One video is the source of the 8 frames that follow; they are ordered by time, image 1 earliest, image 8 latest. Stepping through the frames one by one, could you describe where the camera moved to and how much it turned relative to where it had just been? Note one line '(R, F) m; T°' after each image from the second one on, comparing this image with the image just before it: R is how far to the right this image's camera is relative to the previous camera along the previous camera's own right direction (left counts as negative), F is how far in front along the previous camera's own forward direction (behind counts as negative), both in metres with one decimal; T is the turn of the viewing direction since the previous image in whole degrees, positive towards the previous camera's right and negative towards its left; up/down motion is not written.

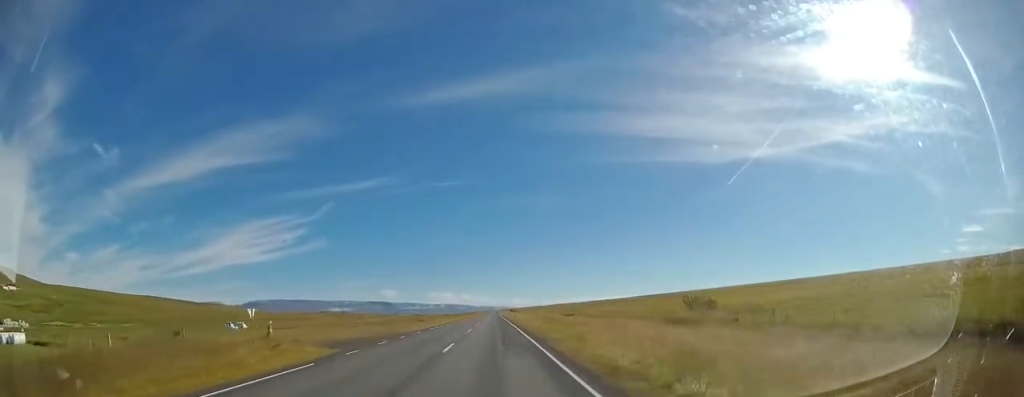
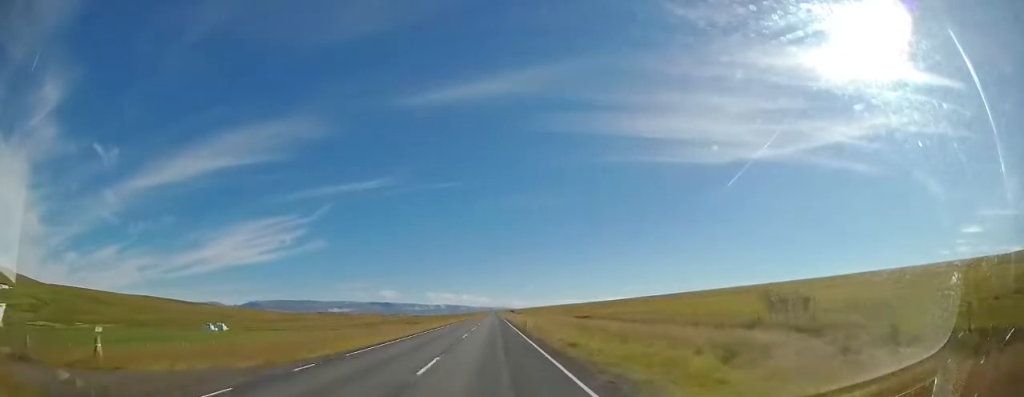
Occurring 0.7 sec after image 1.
(+0.3, +15.8) m; +1°
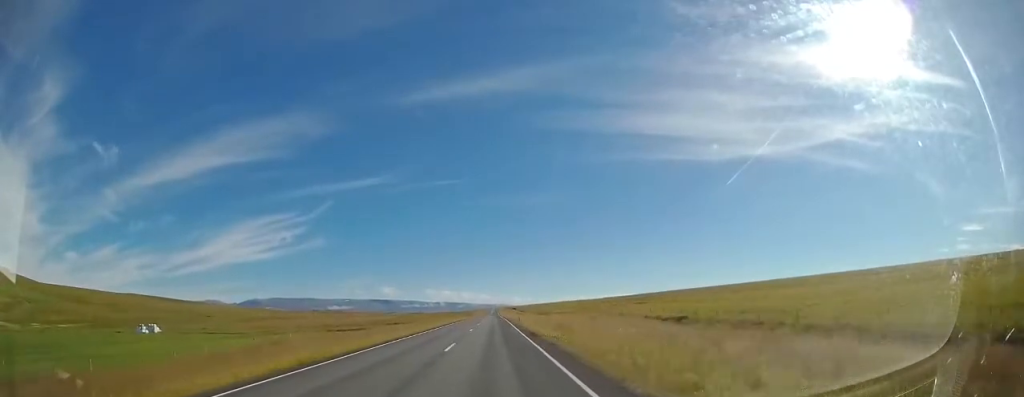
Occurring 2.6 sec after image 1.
(+0.2, +42.9) m; 0°
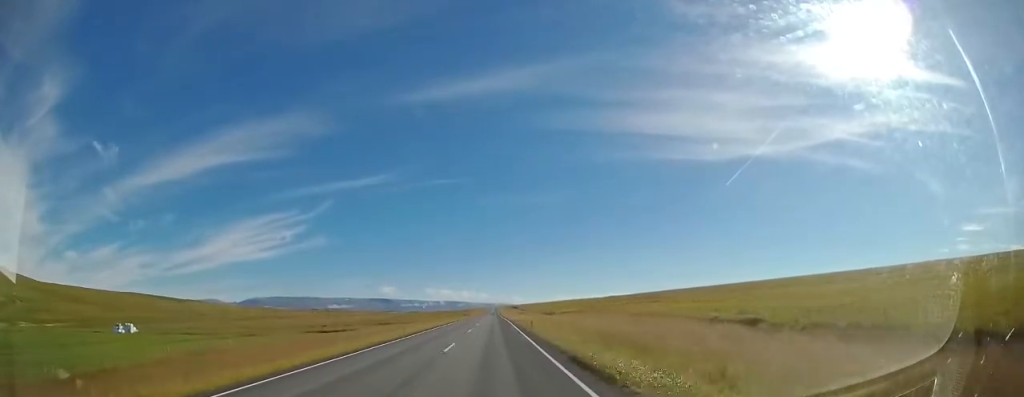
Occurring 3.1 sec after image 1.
(0.0, +12.1) m; 0°
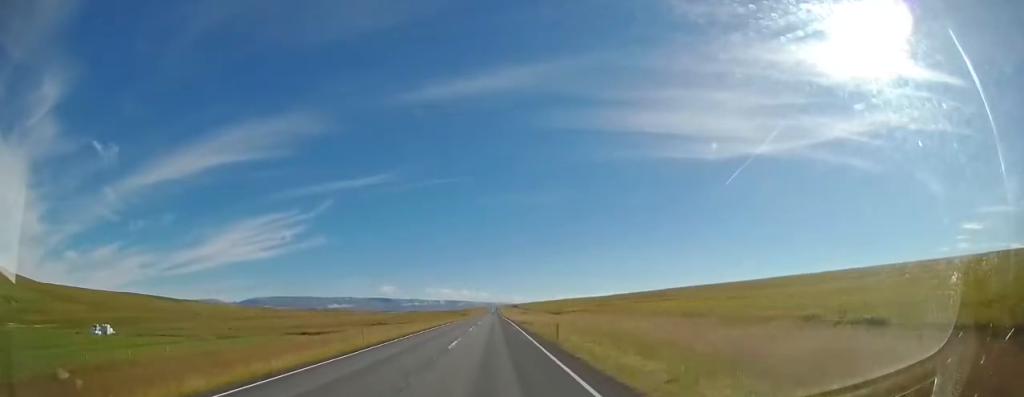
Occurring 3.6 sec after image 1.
(0.0, +11.3) m; 0°
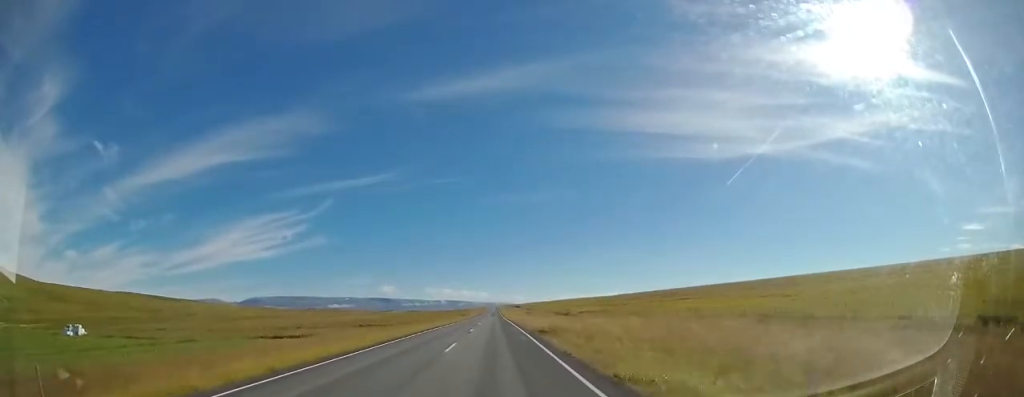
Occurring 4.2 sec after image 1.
(0.0, +12.9) m; 0°
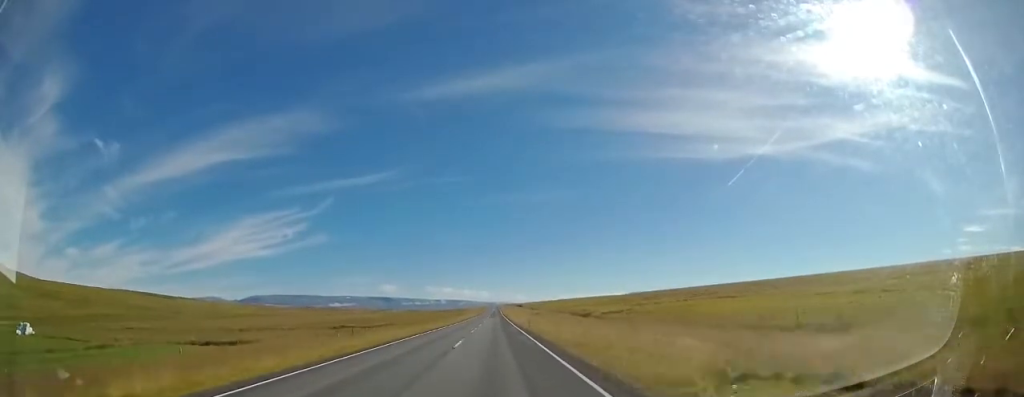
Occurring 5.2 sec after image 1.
(0.0, +22.0) m; 0°
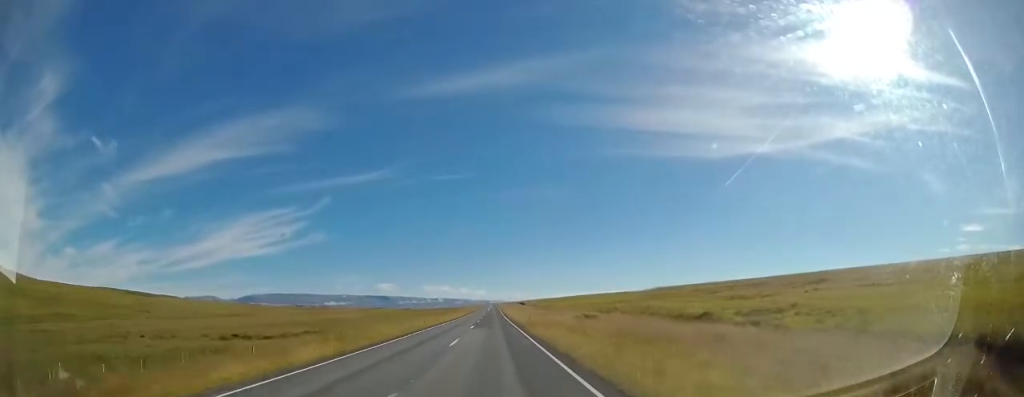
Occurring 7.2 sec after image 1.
(+0.2, +47.3) m; +1°
